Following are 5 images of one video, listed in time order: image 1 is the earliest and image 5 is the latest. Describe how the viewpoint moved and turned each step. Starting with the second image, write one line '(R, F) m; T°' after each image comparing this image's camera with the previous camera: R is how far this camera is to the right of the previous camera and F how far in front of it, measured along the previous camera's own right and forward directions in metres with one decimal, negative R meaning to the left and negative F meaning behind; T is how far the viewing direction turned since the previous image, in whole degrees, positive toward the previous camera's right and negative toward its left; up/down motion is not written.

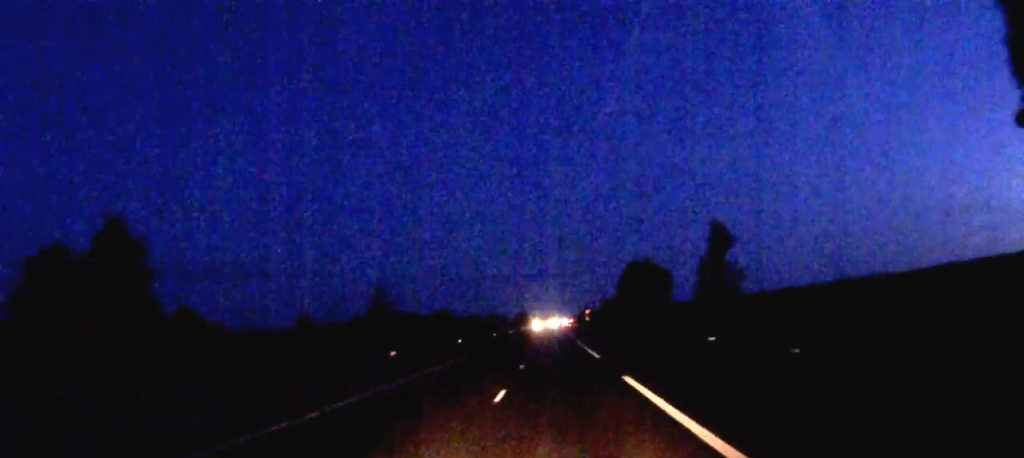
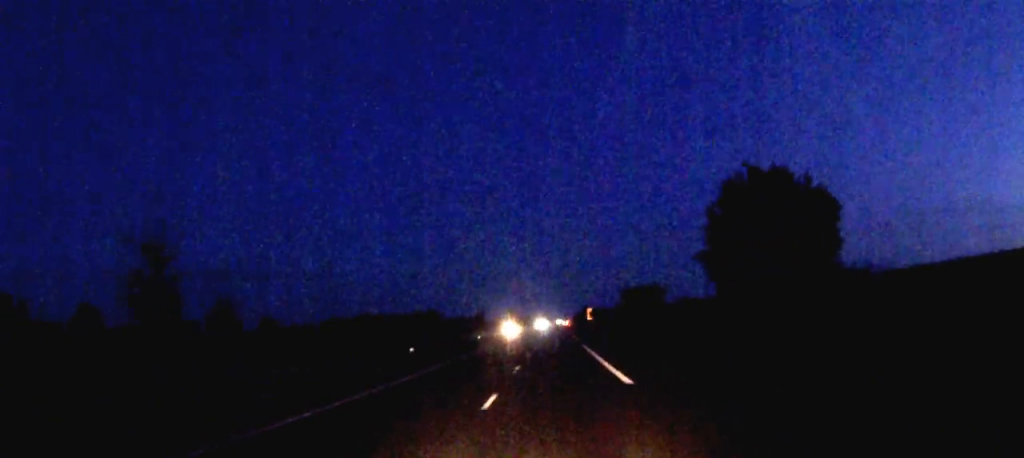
(+0.1, +67.0) m; 0°
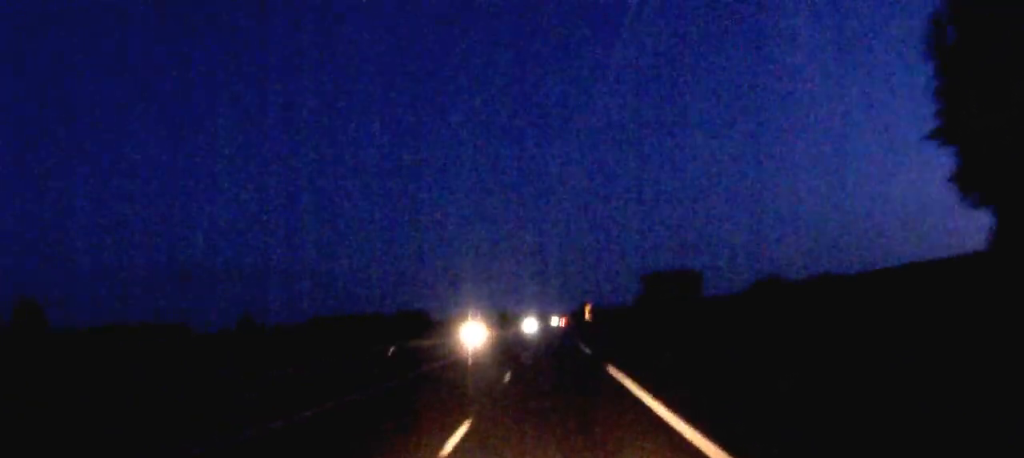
(+0.1, +31.3) m; 0°
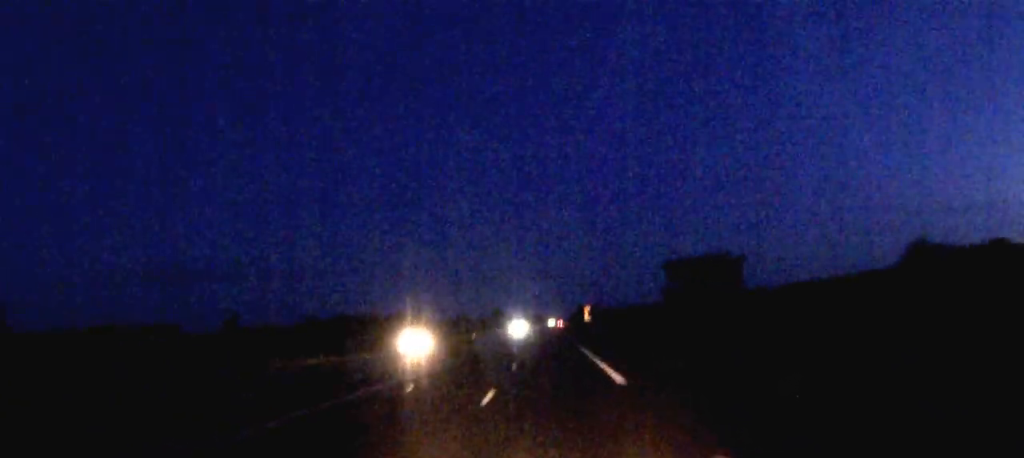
(0.0, +19.7) m; 0°
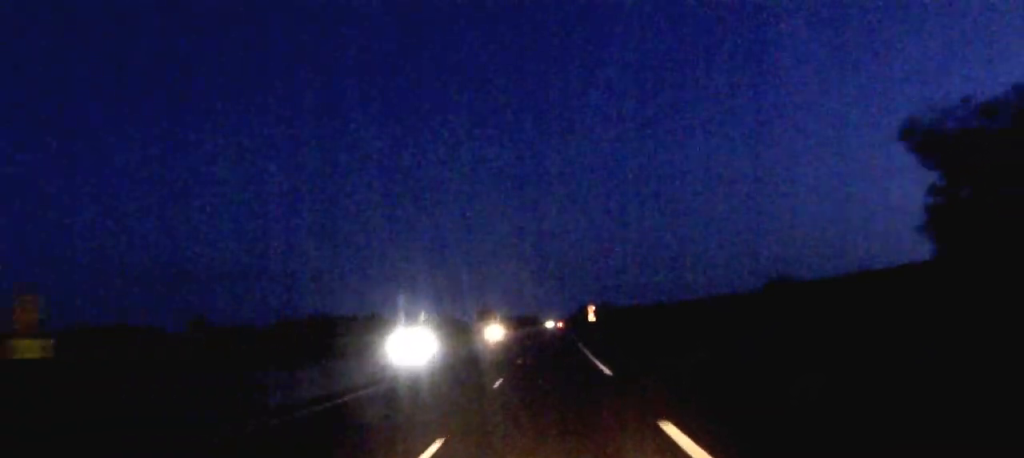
(+0.1, +47.8) m; 0°
